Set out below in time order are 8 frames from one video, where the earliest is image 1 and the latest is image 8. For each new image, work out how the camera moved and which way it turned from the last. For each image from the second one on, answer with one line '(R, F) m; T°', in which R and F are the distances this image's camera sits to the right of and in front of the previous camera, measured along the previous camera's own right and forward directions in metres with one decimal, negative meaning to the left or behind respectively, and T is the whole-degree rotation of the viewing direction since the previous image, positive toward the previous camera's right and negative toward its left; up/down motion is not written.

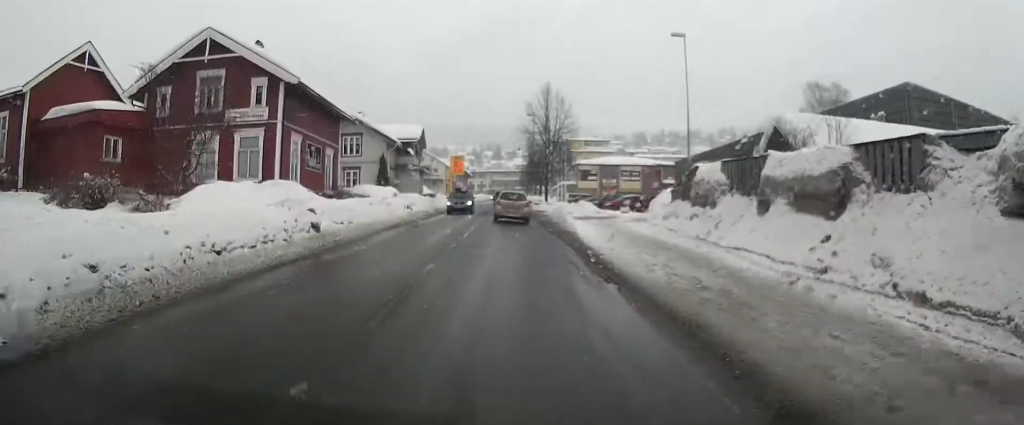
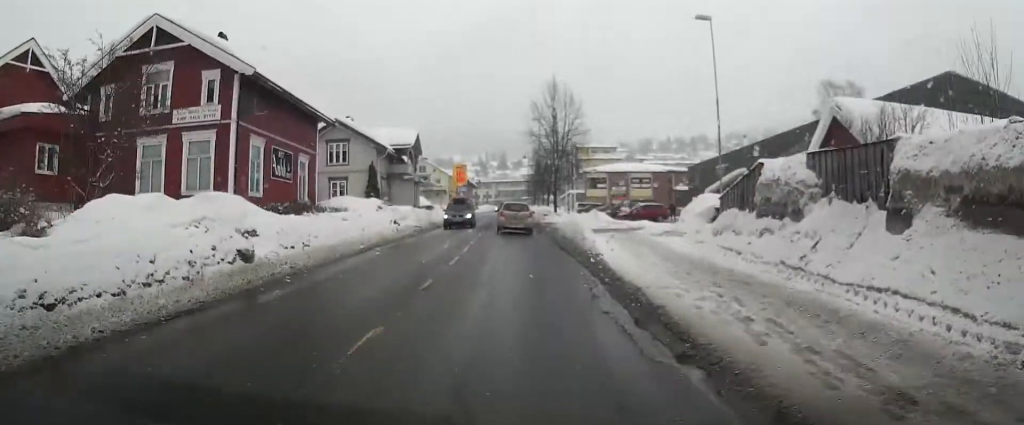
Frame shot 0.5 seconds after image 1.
(-0.2, +4.7) m; -1°
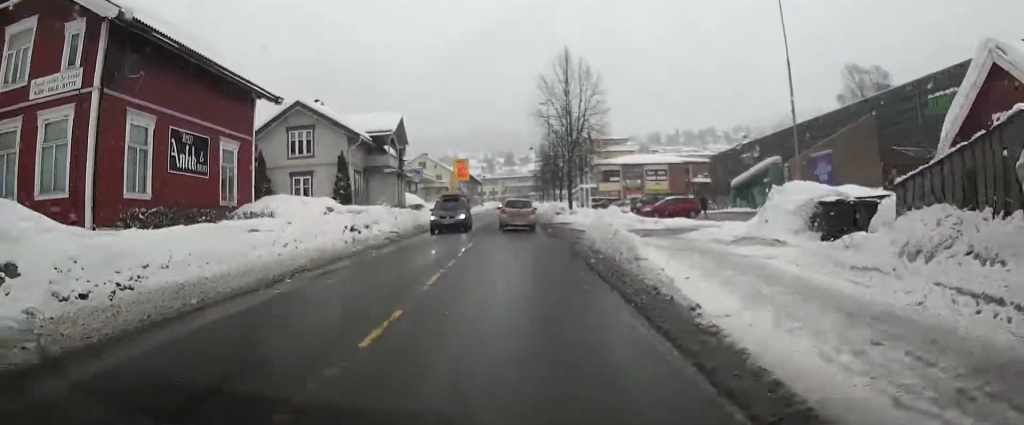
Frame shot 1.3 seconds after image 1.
(-0.2, +8.0) m; -2°
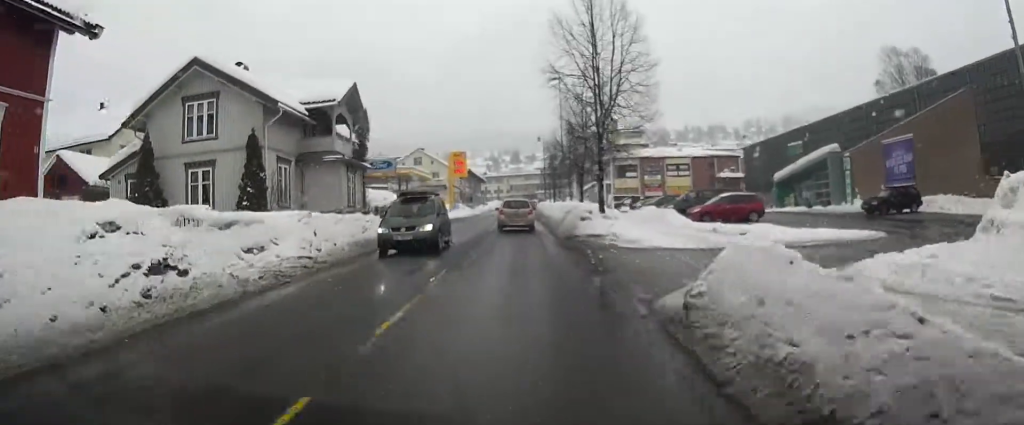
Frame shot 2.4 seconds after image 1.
(0.0, +11.6) m; 0°
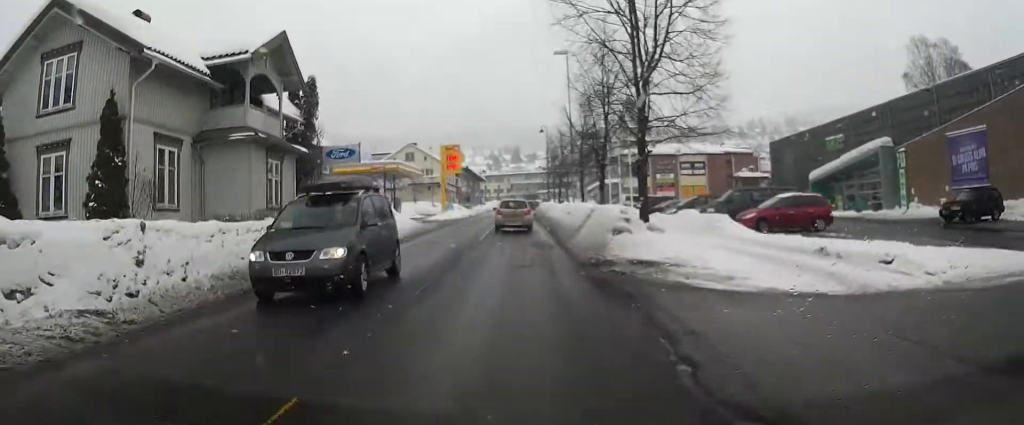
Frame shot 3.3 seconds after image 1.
(0.0, +8.1) m; 0°
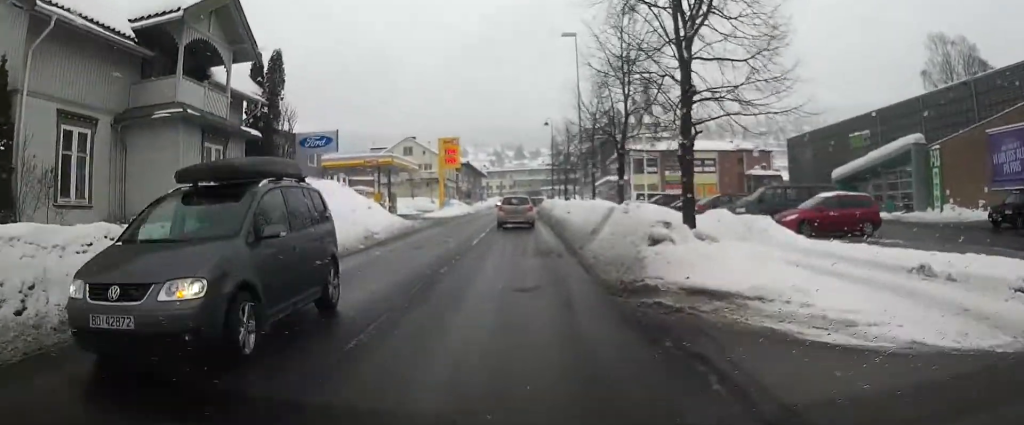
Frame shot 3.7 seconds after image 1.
(0.0, +3.8) m; 0°
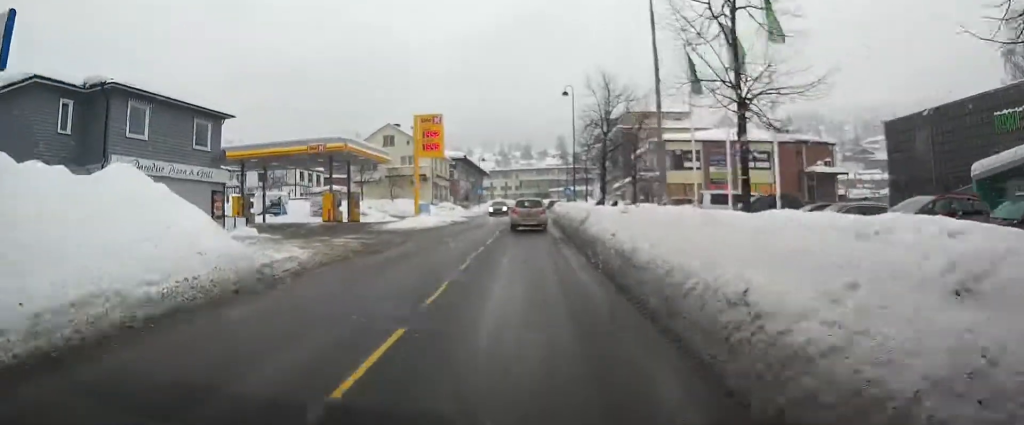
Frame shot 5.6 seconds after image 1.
(+0.1, +17.8) m; 0°
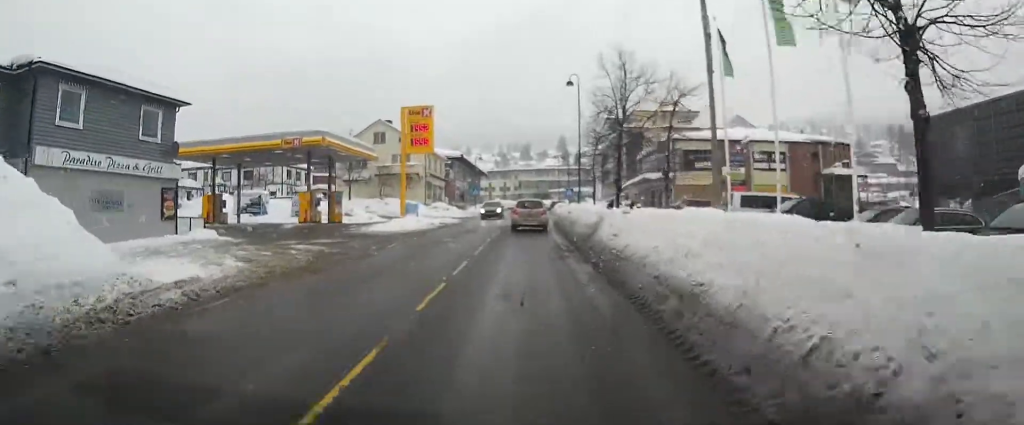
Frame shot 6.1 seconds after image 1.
(0.0, +4.6) m; 0°
